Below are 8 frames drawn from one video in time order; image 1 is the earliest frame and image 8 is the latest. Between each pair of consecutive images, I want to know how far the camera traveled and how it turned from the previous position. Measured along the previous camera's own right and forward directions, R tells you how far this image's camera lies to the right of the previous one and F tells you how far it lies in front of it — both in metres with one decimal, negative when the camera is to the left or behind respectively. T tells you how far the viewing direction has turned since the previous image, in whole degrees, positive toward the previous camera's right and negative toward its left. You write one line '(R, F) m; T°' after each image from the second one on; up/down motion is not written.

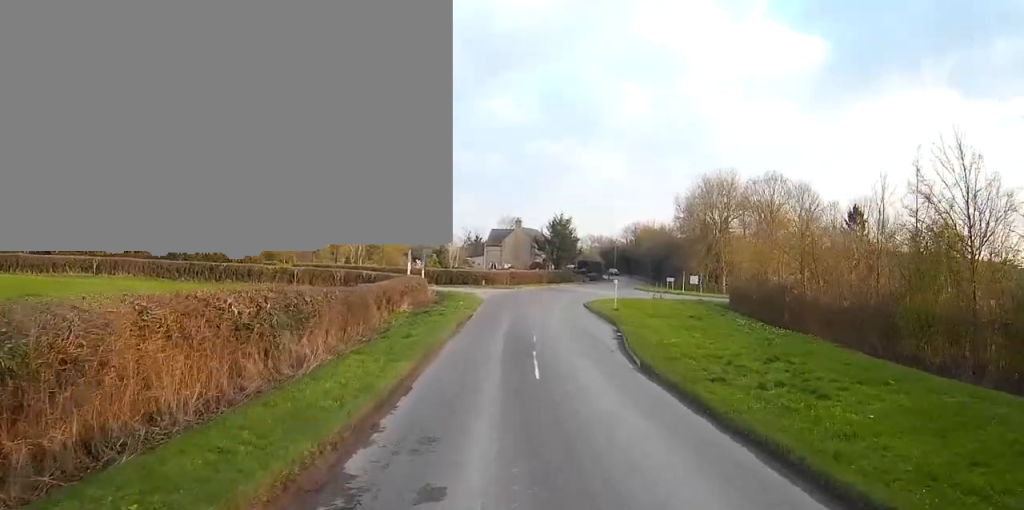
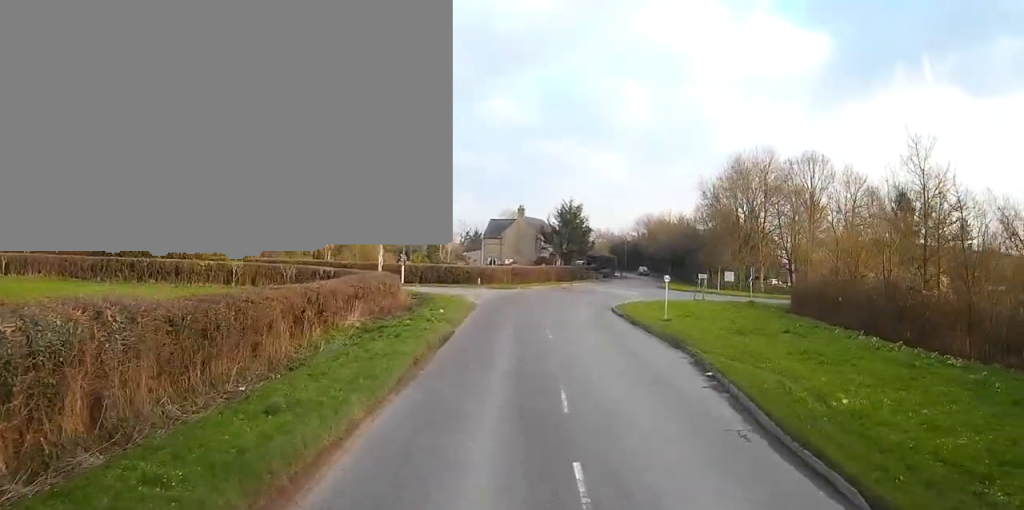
(-0.2, +14.1) m; 0°
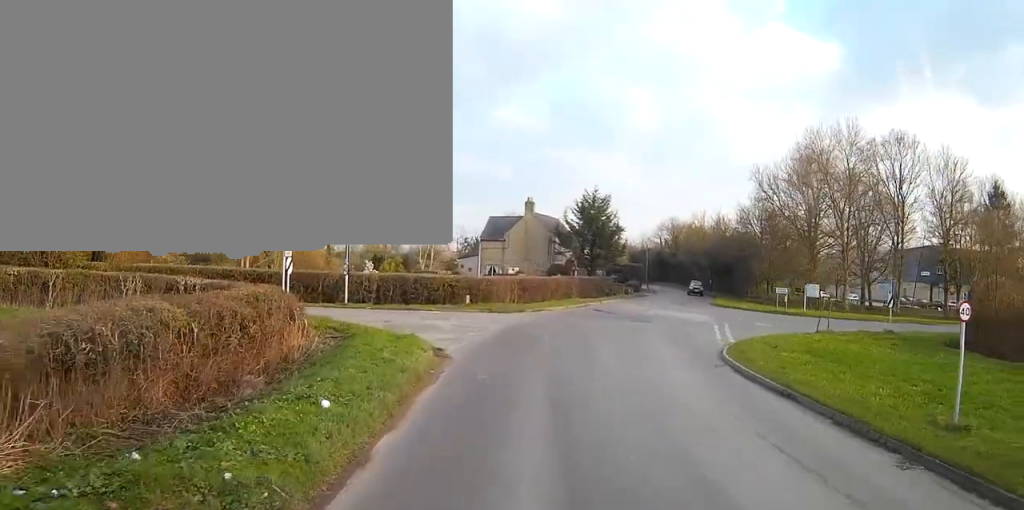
(+0.5, +21.5) m; +3°
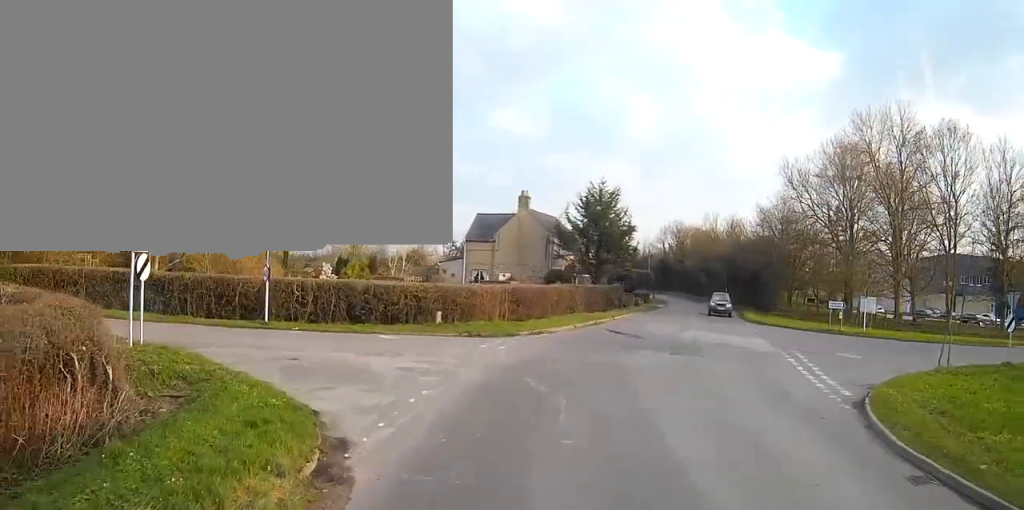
(+0.2, +11.8) m; +3°
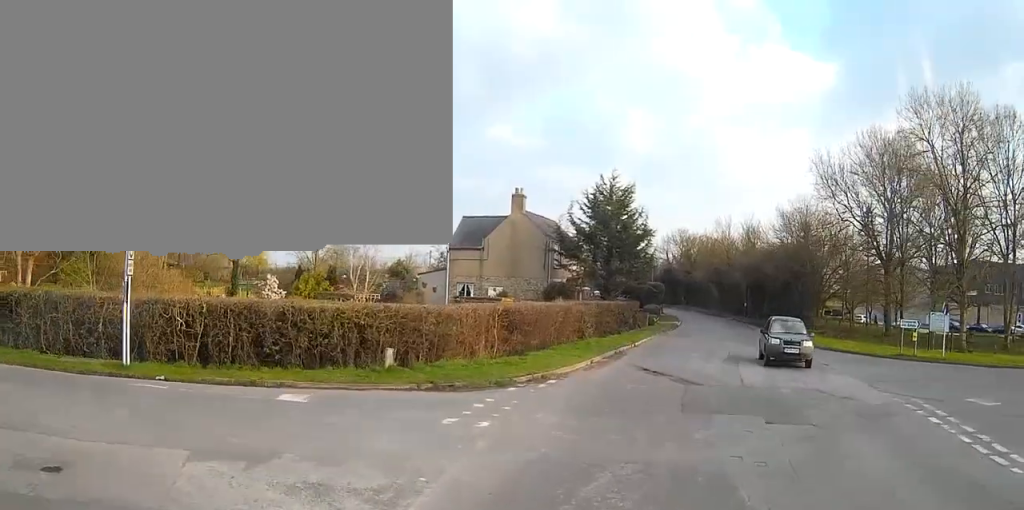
(+0.4, +11.0) m; +2°
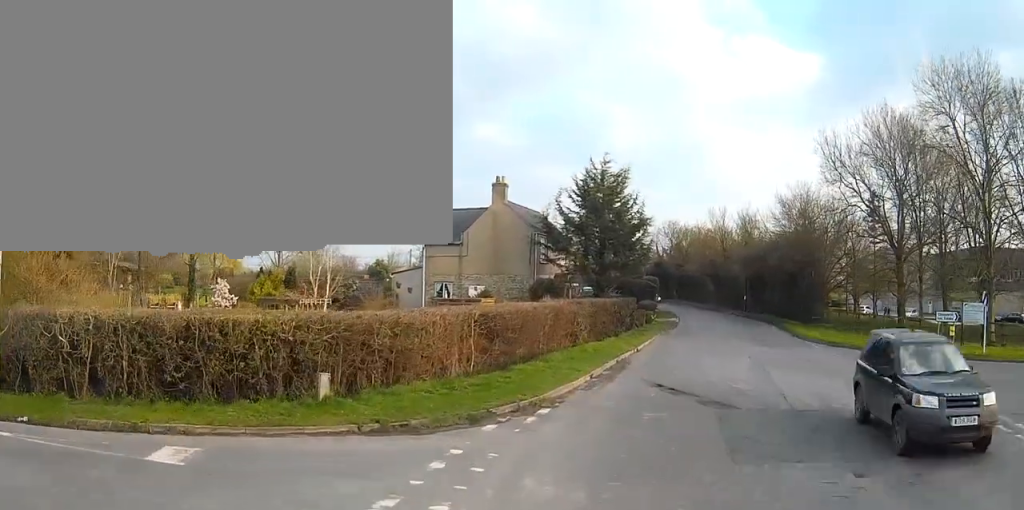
(-0.1, +4.9) m; +1°
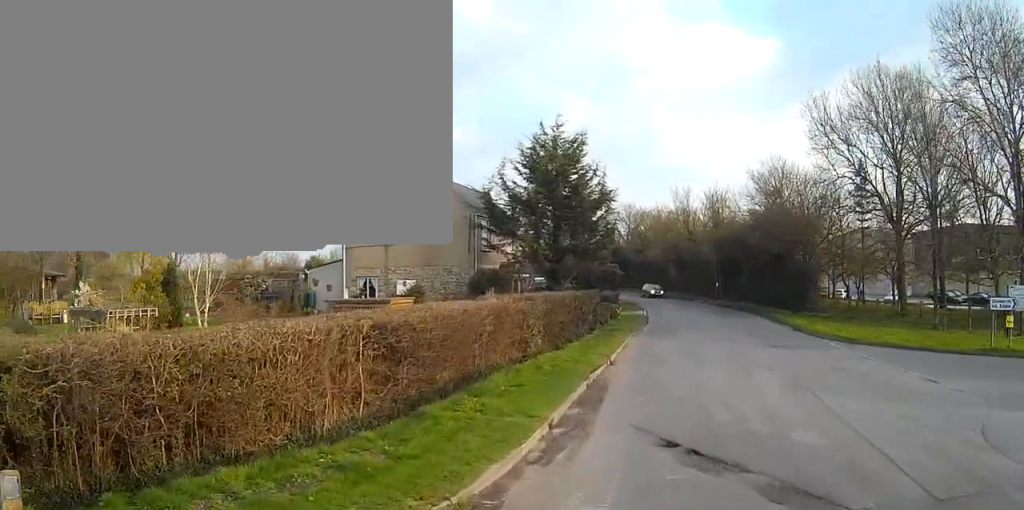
(+0.3, +8.4) m; +7°
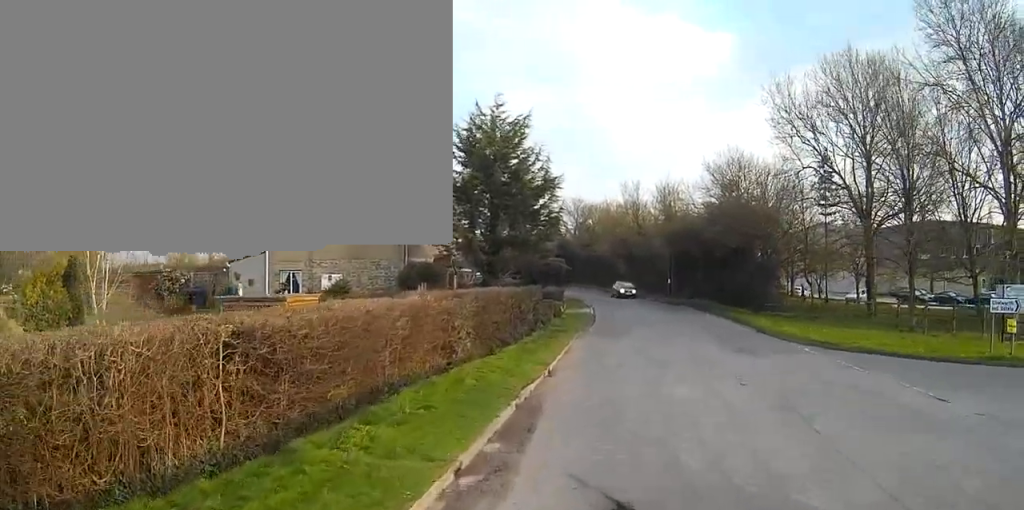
(+0.2, +3.8) m; +5°
